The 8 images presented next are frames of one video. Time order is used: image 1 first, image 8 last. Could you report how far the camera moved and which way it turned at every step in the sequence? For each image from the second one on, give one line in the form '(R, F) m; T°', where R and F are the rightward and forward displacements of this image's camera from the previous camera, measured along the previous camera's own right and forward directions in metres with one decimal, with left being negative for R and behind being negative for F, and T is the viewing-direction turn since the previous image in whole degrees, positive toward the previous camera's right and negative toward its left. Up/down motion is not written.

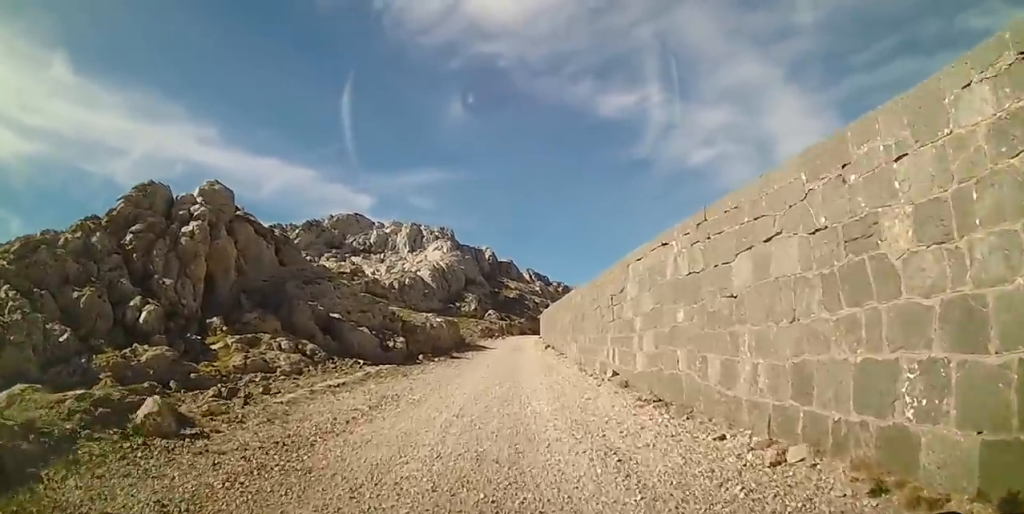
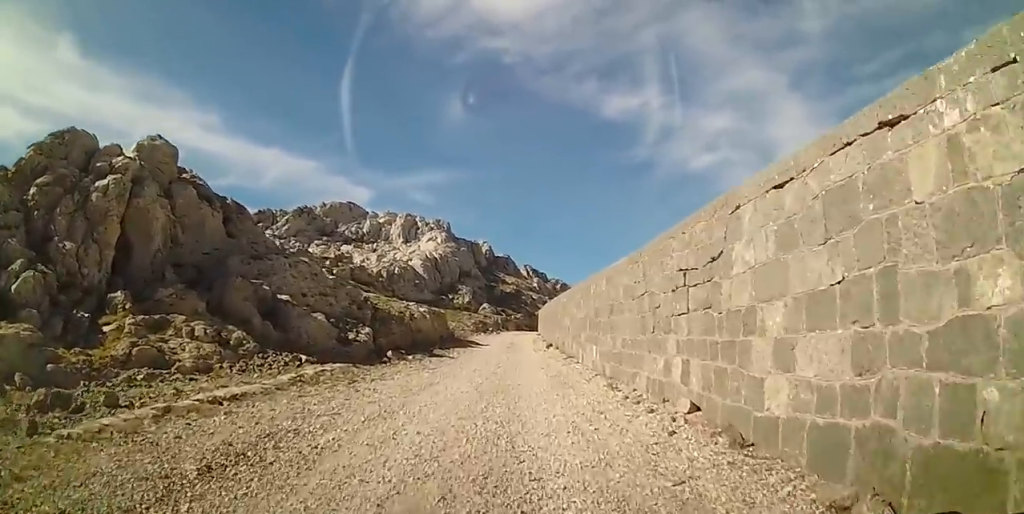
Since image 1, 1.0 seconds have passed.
(0.0, +5.4) m; -4°
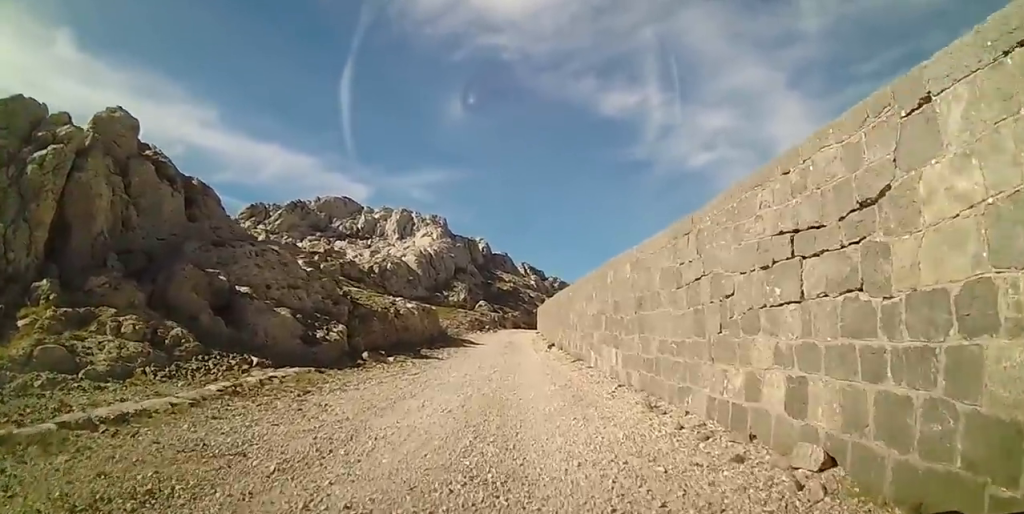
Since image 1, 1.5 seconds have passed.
(-0.2, +3.0) m; -3°
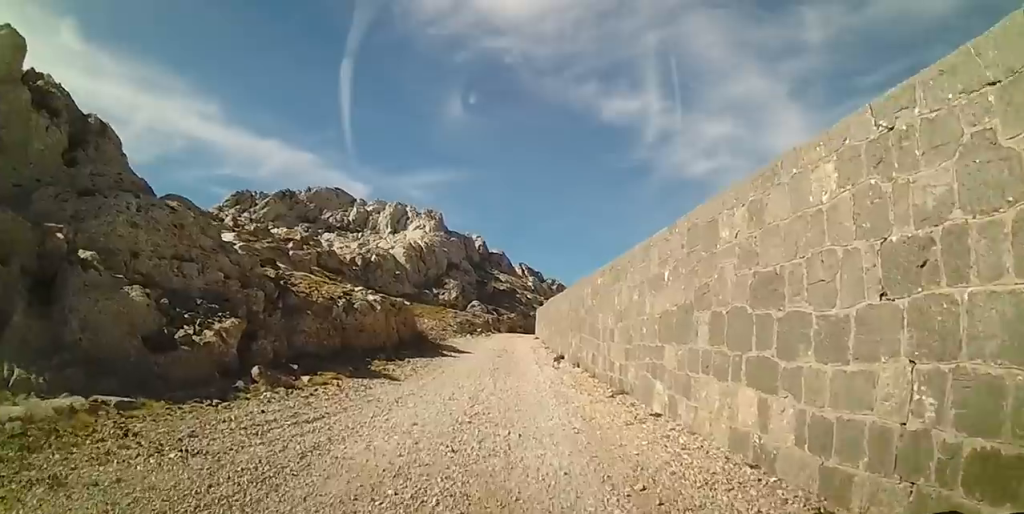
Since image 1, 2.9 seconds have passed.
(+0.2, +7.2) m; +5°
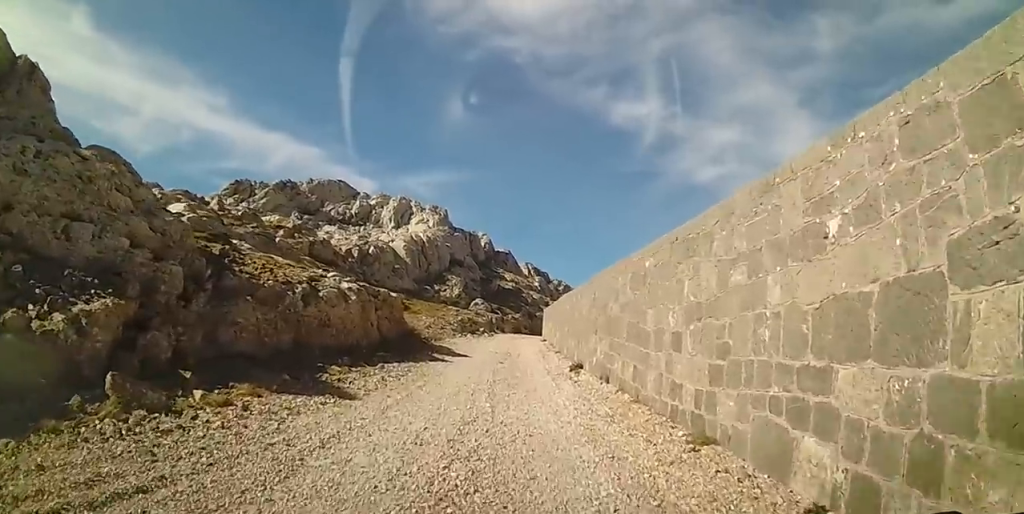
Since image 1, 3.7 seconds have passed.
(+0.3, +4.1) m; 0°
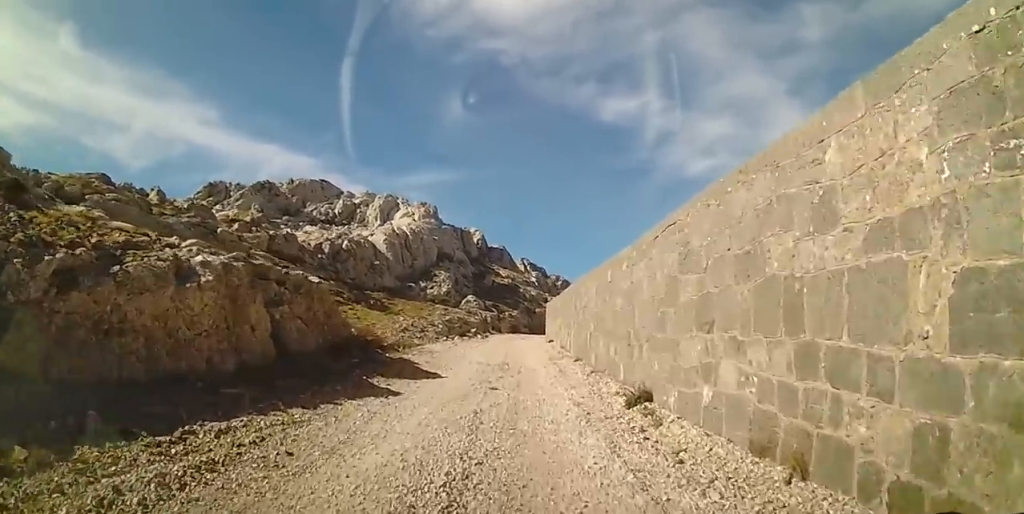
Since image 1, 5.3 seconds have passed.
(-0.2, +7.8) m; -1°
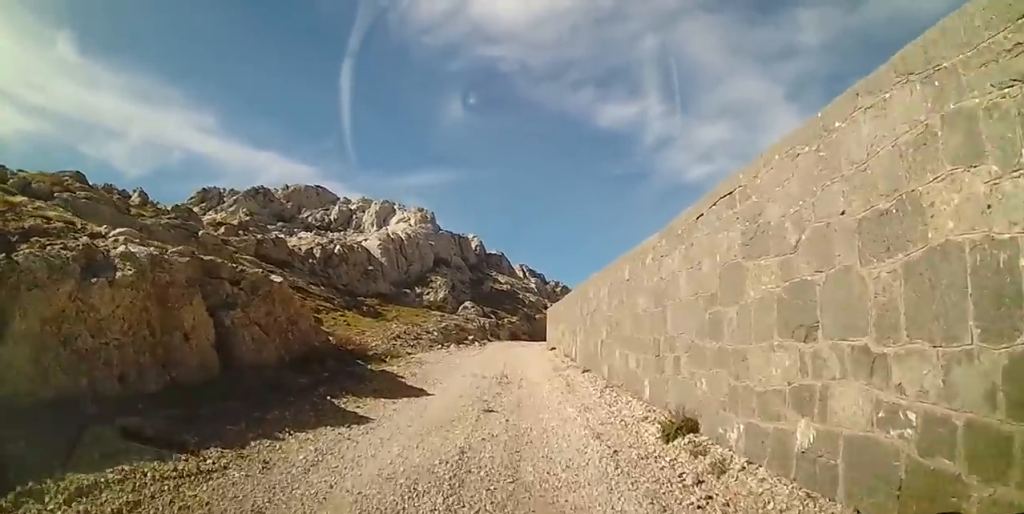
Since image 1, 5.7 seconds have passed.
(+0.1, +2.0) m; -1°
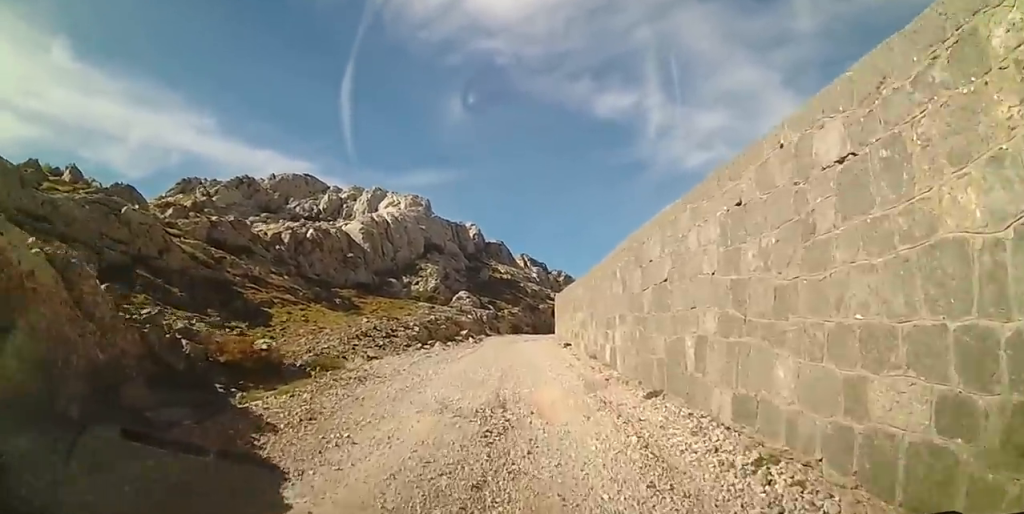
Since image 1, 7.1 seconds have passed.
(-0.7, +7.4) m; -2°
